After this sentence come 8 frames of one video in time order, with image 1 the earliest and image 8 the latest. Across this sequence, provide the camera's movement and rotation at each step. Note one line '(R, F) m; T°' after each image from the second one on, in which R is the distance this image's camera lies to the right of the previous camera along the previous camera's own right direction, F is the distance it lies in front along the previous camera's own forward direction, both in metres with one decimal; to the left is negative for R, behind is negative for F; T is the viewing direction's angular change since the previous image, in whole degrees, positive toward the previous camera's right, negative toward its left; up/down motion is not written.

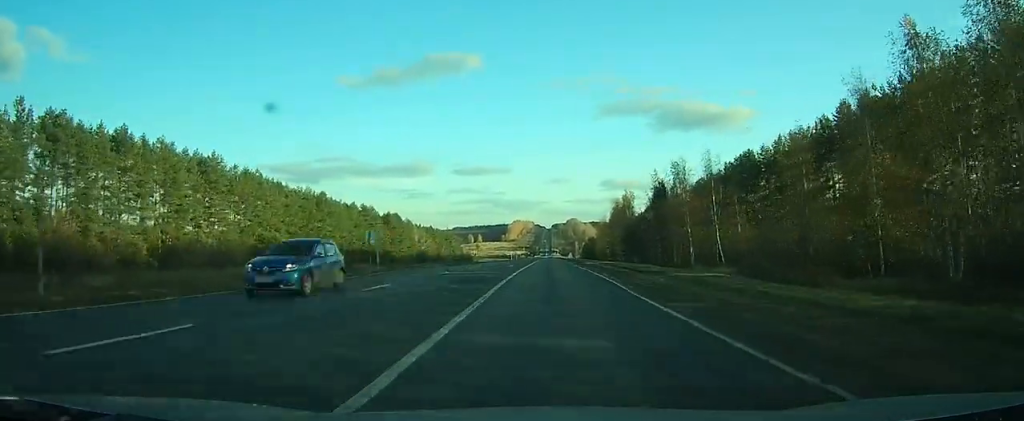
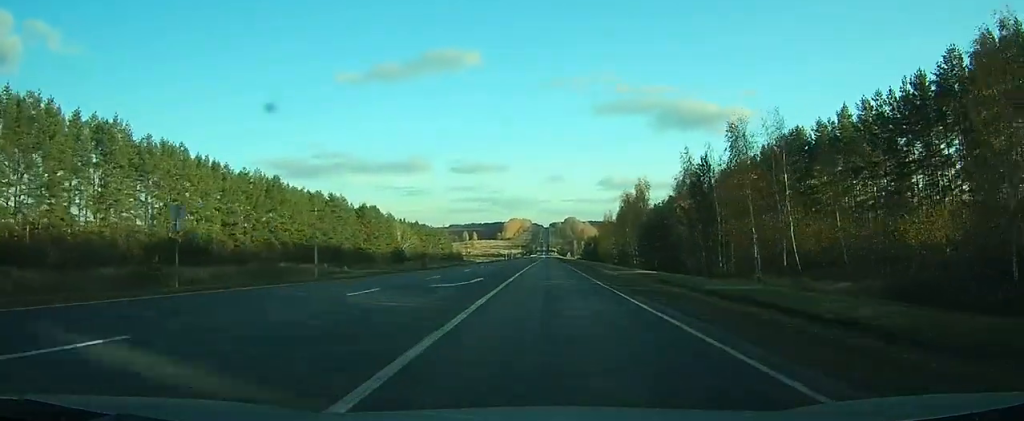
(0.0, +25.5) m; 0°
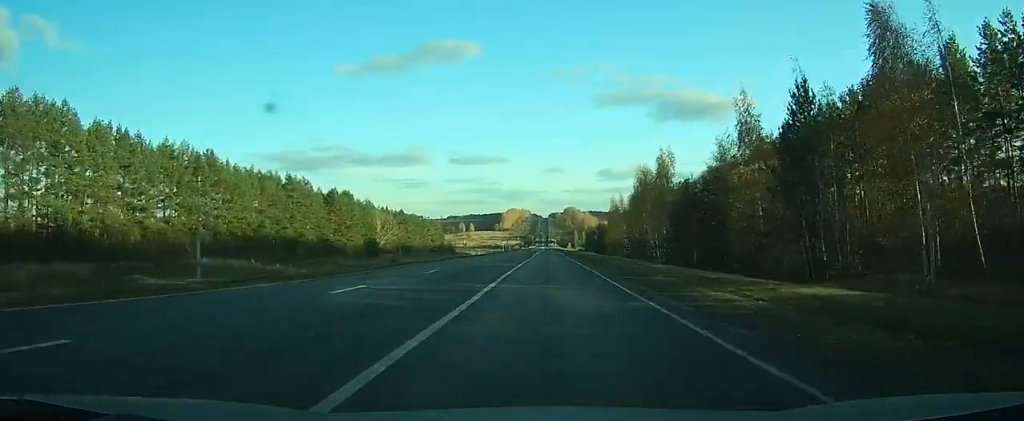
(0.0, +26.4) m; 0°
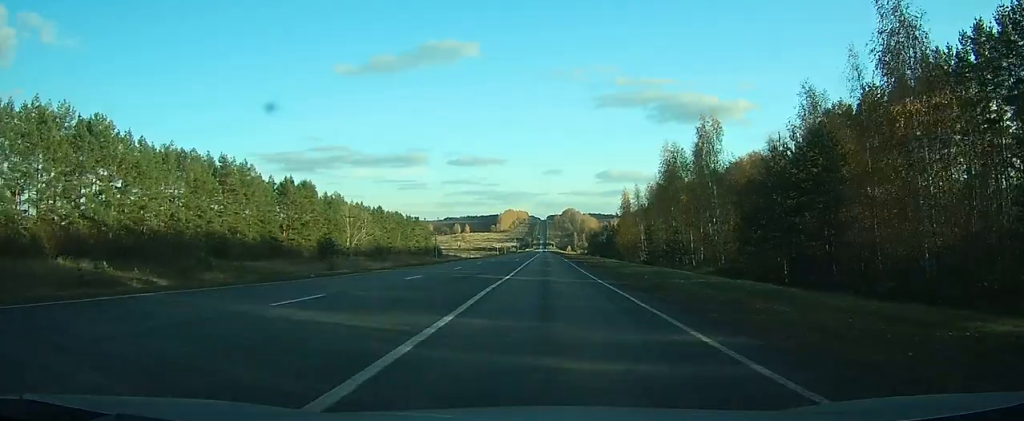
(0.0, +28.3) m; 0°
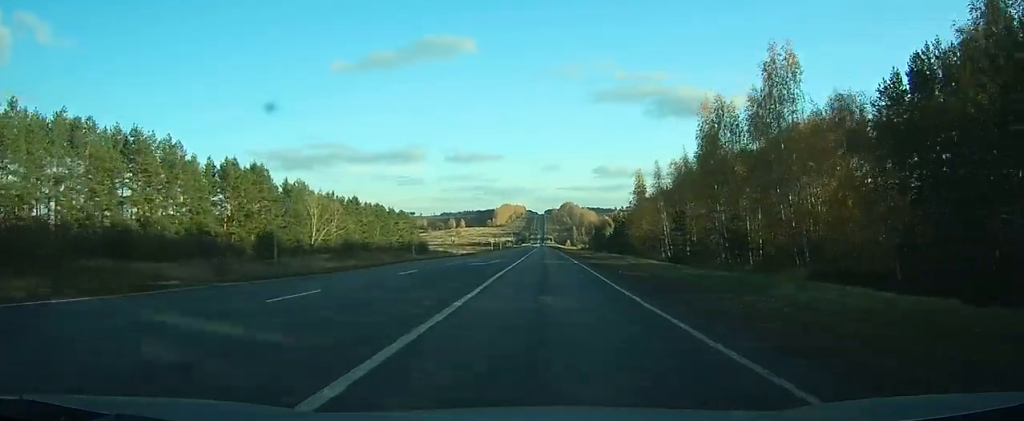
(0.0, +24.6) m; 0°
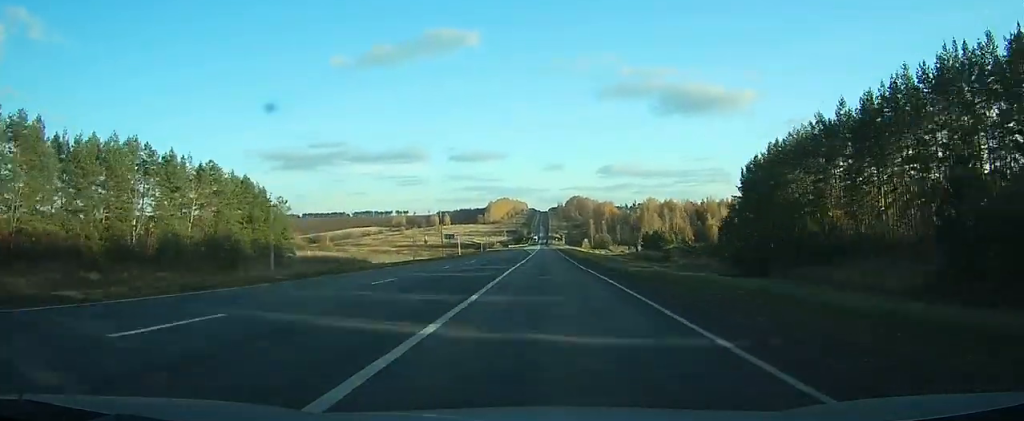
(+0.4, +132.8) m; 0°
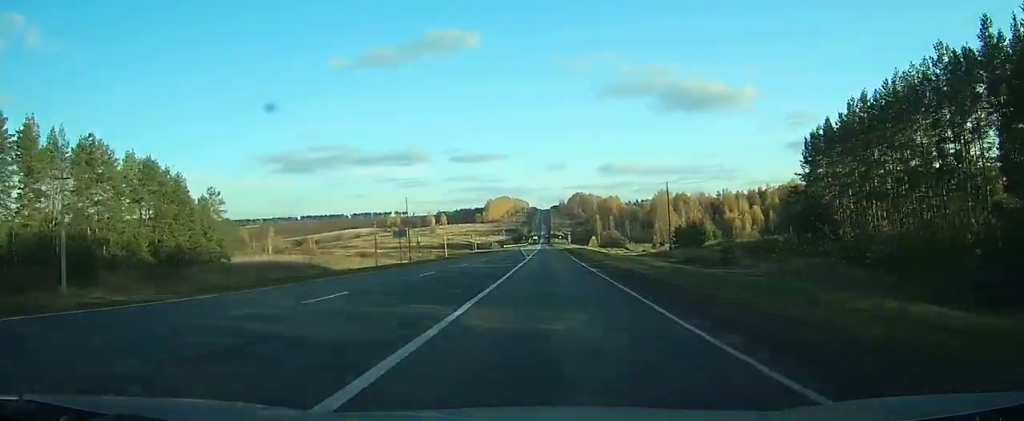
(0.0, +28.5) m; 0°
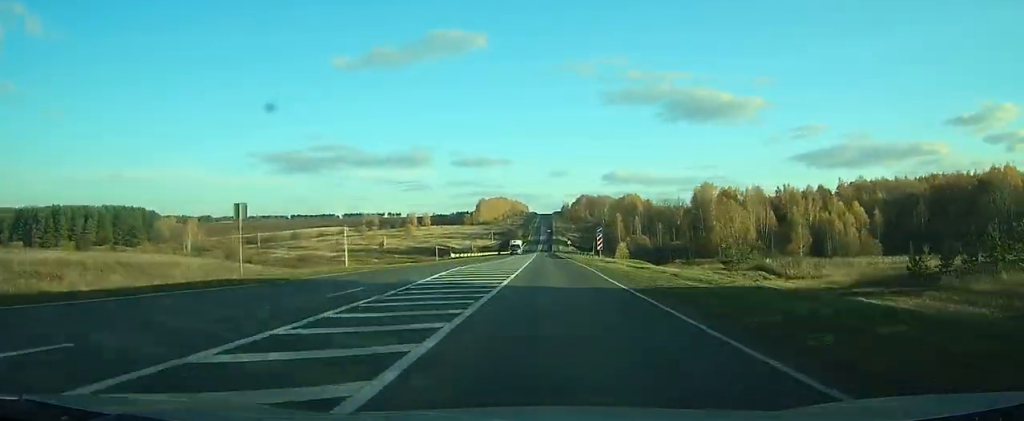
(-0.2, +83.9) m; 0°
